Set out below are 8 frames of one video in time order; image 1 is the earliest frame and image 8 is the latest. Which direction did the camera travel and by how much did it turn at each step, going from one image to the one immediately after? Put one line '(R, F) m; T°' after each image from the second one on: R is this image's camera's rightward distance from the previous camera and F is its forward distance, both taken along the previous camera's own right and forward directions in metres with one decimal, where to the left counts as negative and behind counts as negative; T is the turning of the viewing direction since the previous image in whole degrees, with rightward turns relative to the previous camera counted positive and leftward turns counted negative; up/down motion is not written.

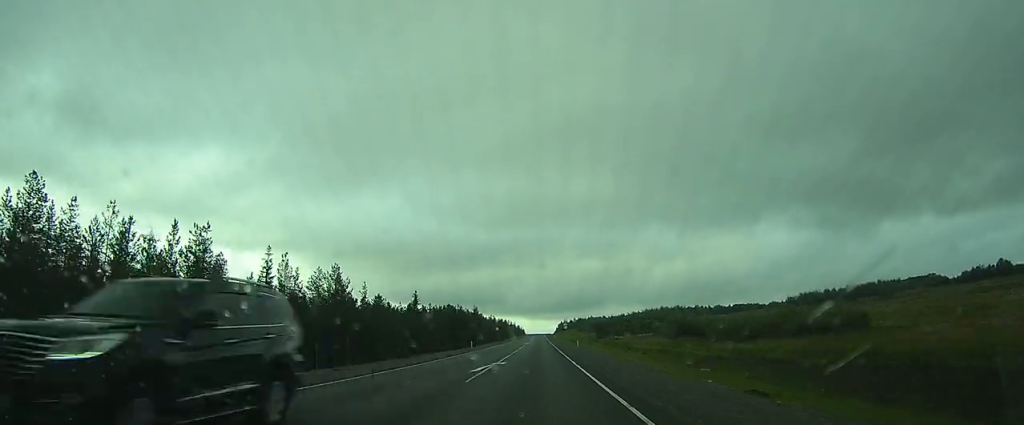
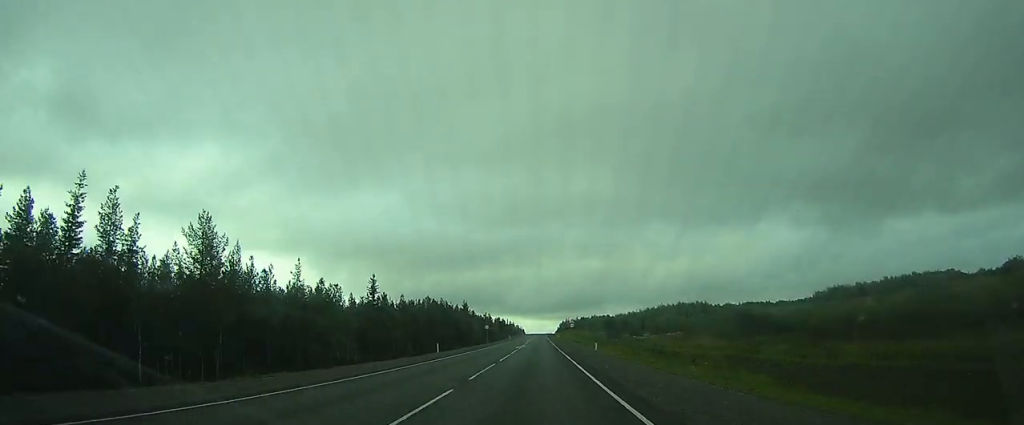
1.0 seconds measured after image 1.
(-0.1, +22.9) m; 0°
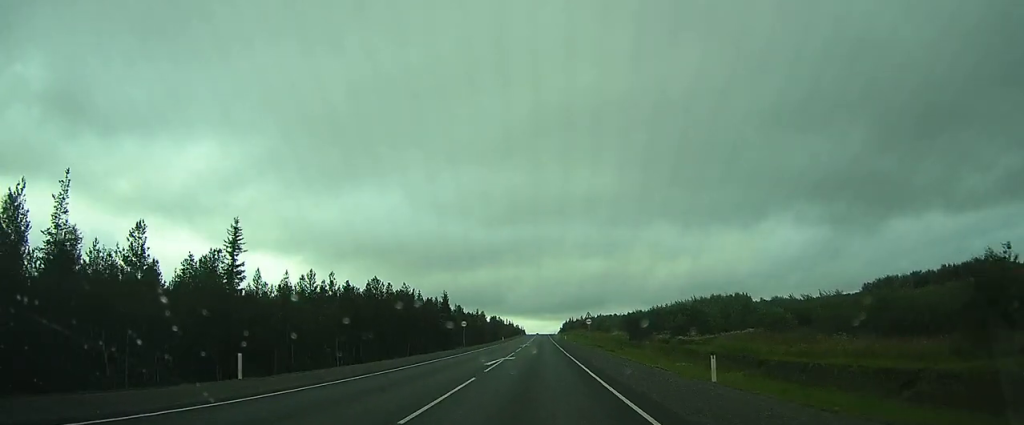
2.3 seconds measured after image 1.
(-0.1, +31.6) m; 0°
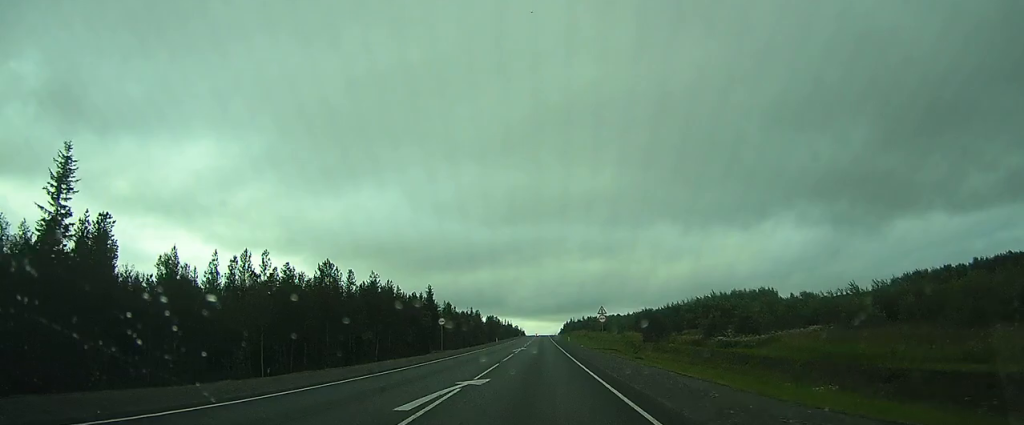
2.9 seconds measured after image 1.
(0.0, +15.1) m; 0°
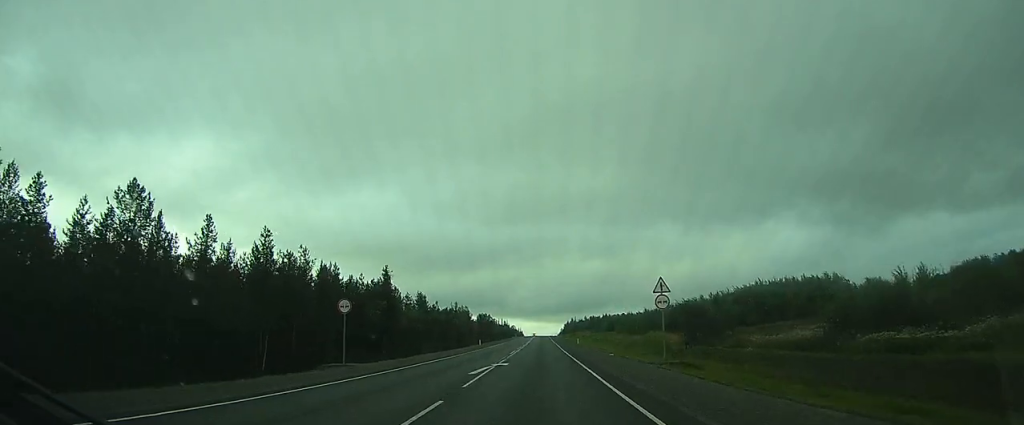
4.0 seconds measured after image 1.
(0.0, +26.2) m; 0°
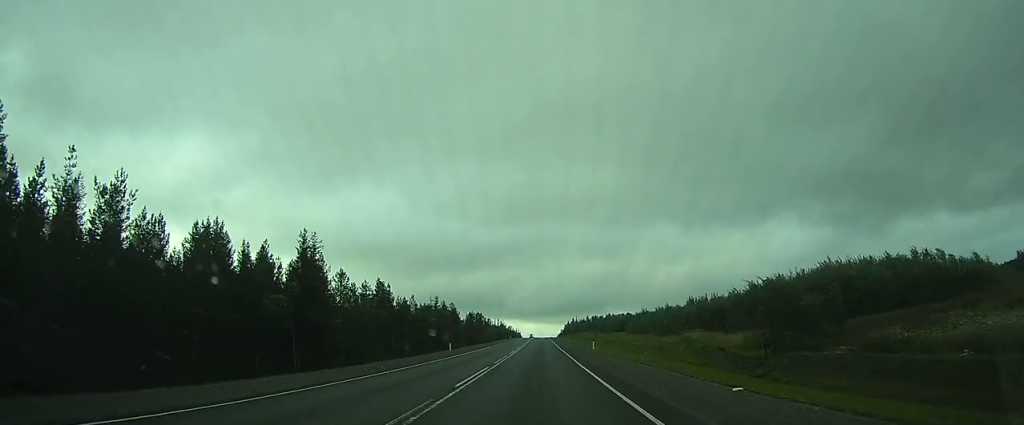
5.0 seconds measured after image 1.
(0.0, +23.1) m; 0°
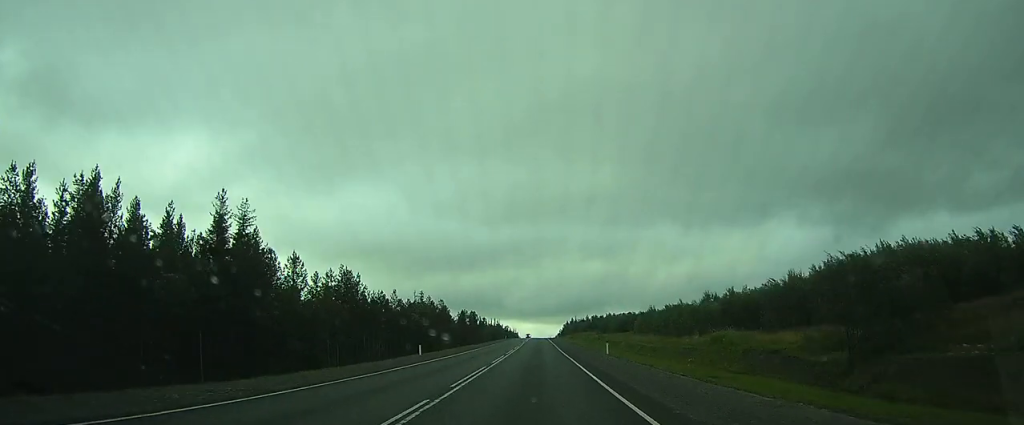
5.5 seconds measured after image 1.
(0.0, +11.9) m; 0°
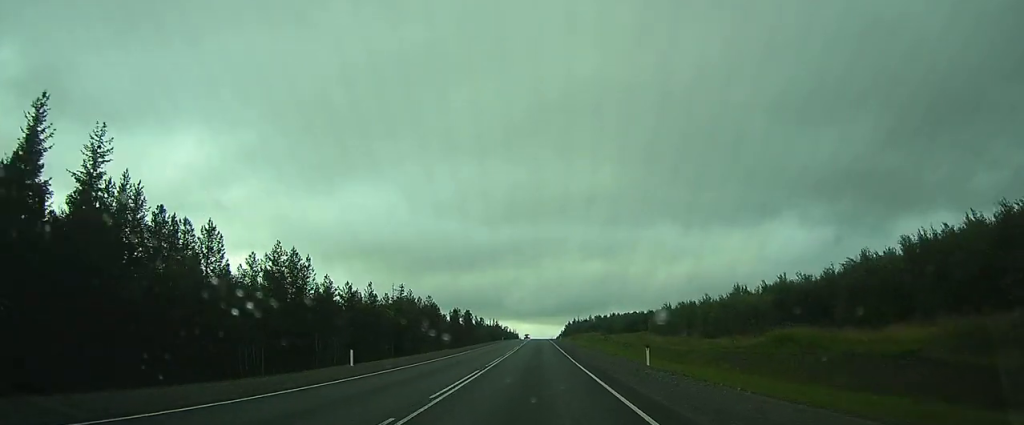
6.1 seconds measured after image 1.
(0.0, +14.2) m; 0°
